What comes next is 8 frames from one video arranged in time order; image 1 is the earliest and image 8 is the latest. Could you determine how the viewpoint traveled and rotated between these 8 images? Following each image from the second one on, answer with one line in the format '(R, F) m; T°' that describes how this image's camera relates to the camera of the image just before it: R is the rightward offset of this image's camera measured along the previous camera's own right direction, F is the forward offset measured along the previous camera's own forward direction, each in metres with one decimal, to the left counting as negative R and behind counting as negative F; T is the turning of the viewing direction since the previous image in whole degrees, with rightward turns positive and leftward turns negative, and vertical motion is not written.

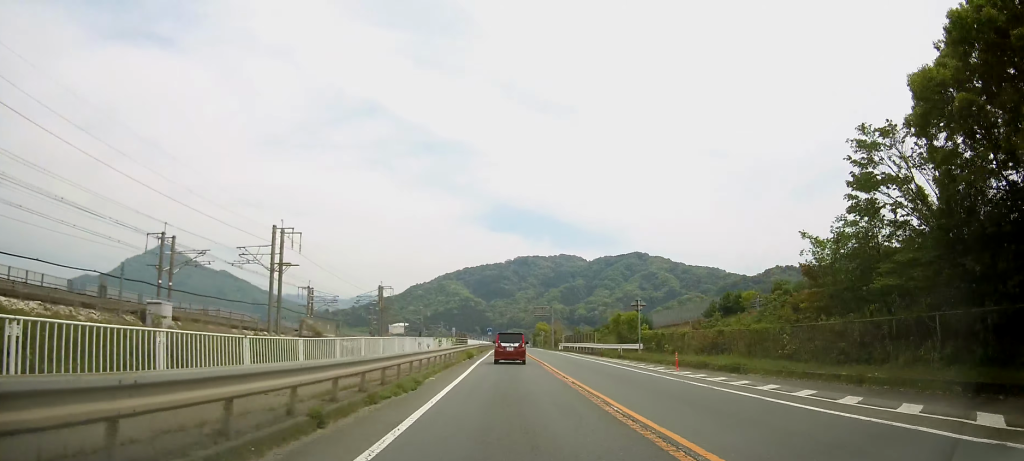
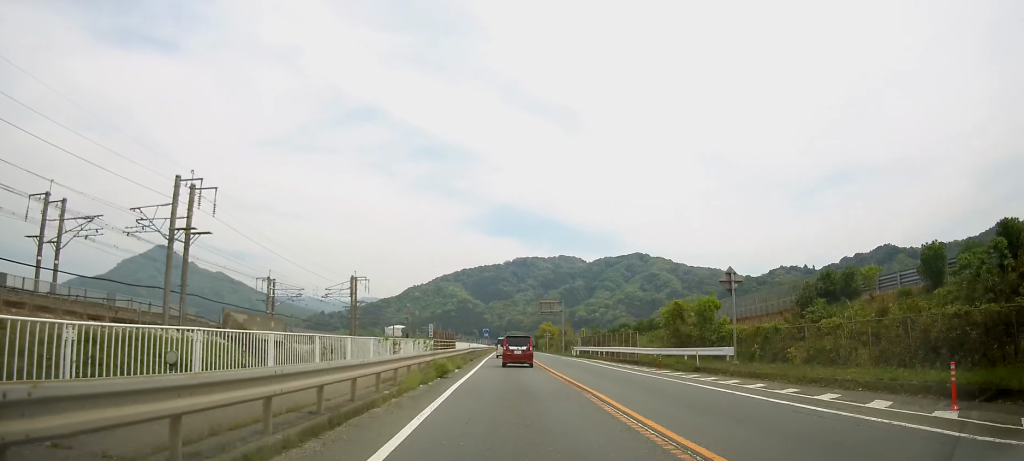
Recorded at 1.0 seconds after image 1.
(+0.1, +17.3) m; 0°
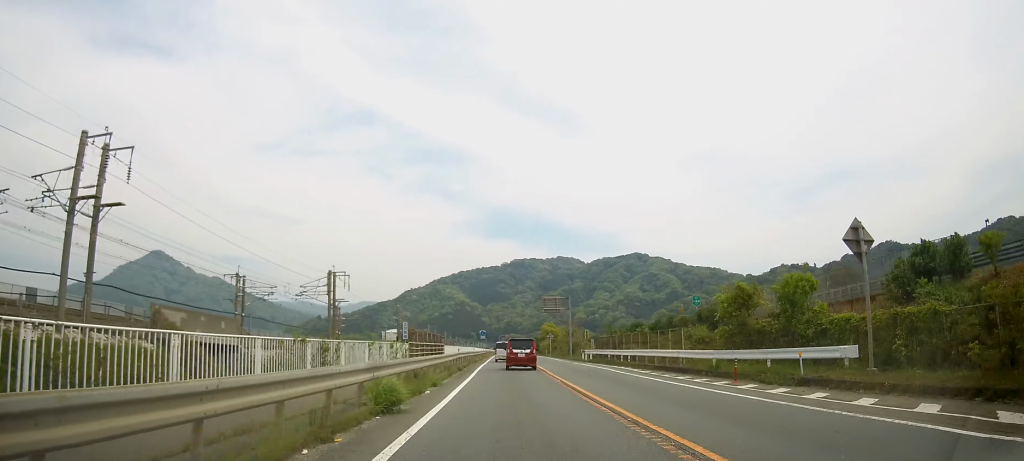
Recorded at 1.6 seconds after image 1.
(-0.1, +9.8) m; 0°
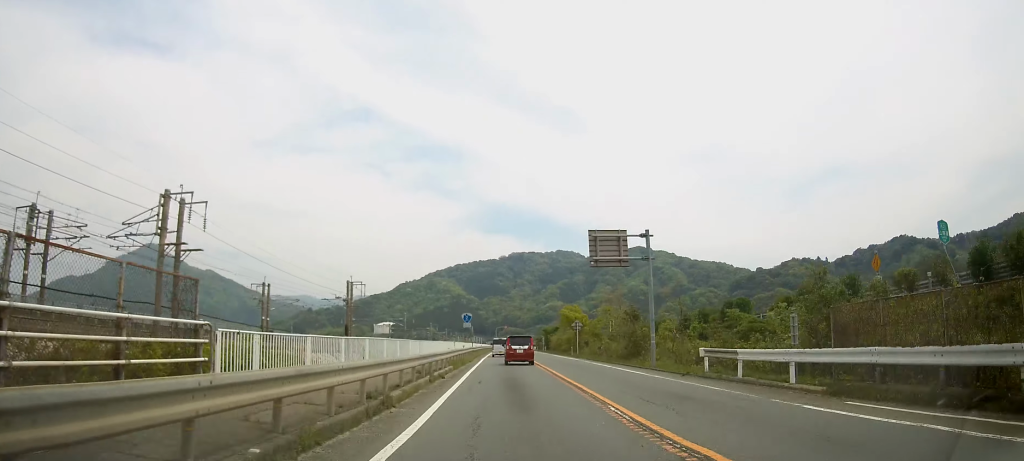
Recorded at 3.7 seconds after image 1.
(+0.4, +36.5) m; +1°
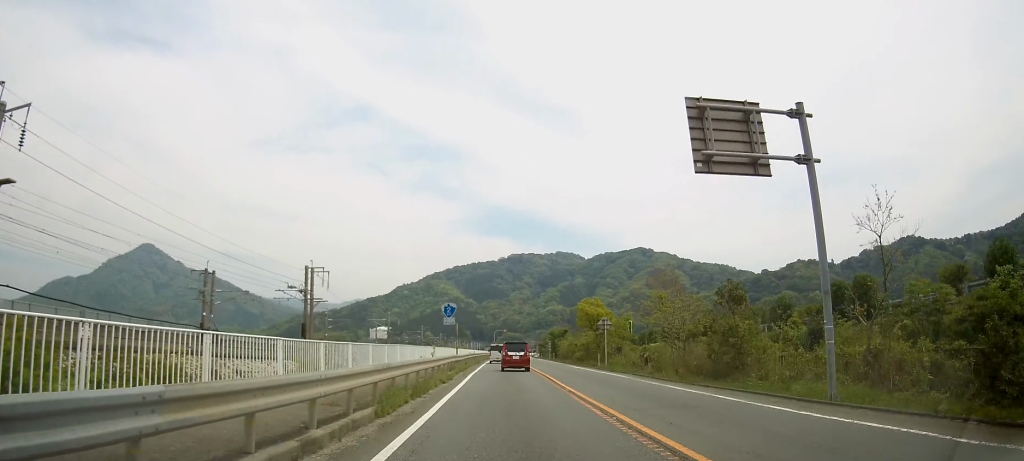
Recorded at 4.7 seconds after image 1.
(0.0, +16.6) m; 0°
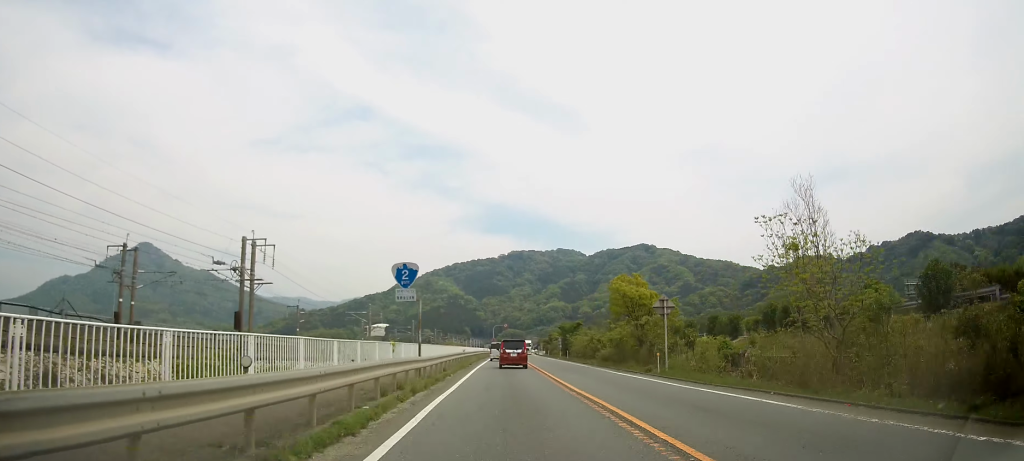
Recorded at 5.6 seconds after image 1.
(+0.1, +15.7) m; 0°
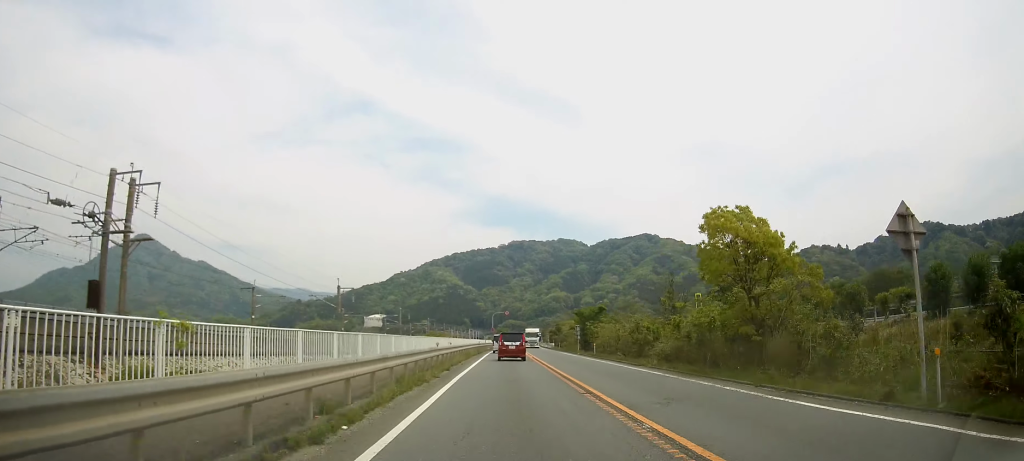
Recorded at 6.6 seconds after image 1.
(-0.1, +17.7) m; 0°
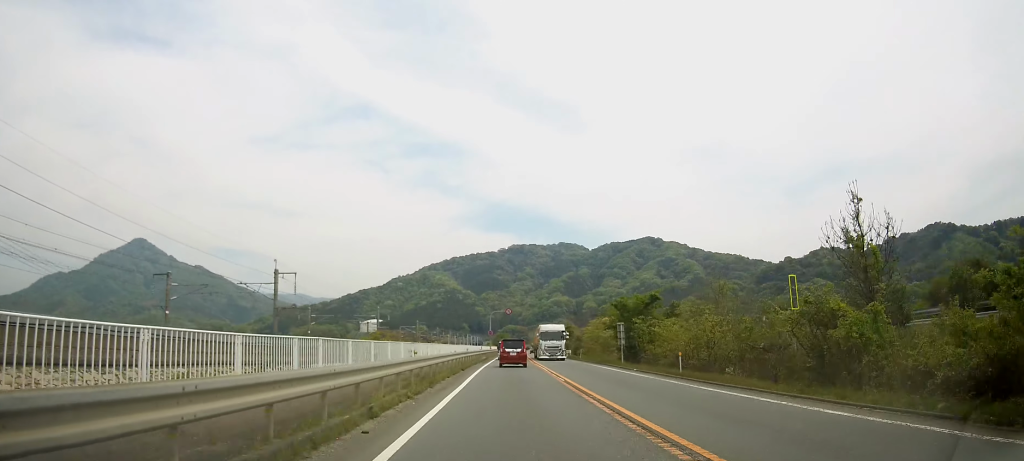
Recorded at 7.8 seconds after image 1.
(+0.1, +21.4) m; 0°
